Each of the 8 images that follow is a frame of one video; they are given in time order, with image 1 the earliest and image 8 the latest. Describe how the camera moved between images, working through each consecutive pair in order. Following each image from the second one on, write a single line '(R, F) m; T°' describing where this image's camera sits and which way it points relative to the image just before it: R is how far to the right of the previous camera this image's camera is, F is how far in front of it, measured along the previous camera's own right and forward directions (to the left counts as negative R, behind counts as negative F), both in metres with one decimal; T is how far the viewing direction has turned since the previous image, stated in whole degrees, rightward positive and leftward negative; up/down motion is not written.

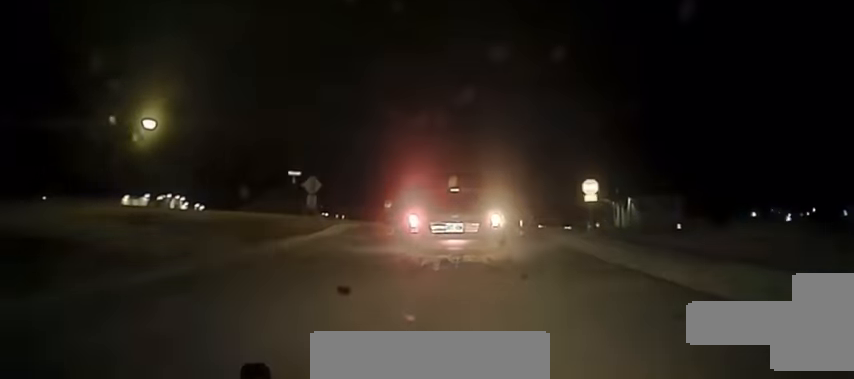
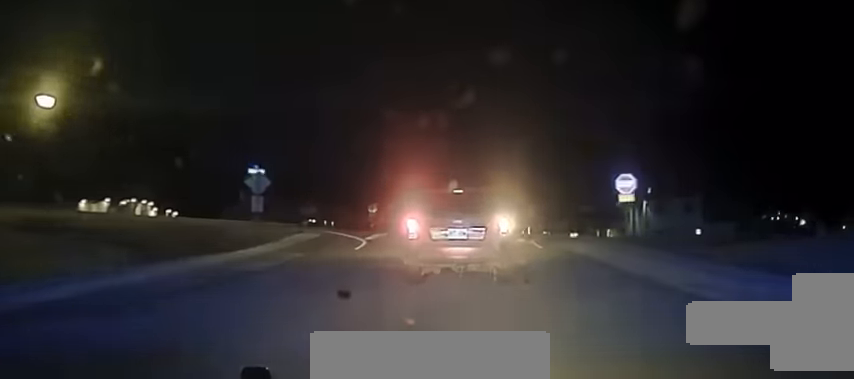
(+0.3, +9.7) m; +1°
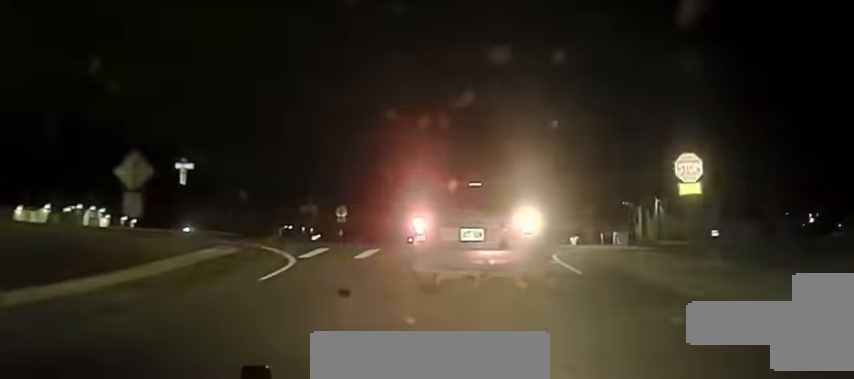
(+0.1, +10.7) m; +2°
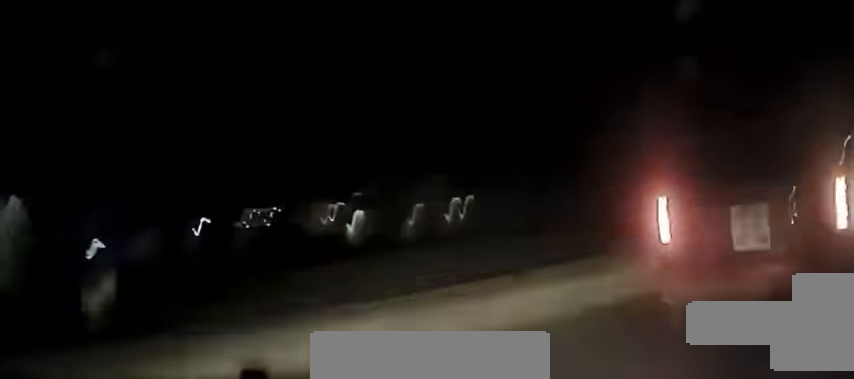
(+6.5, +25.9) m; +53°
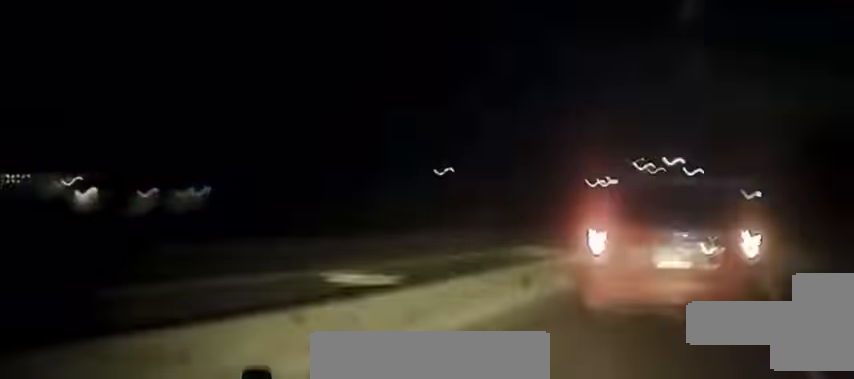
(+0.4, +4.3) m; +17°
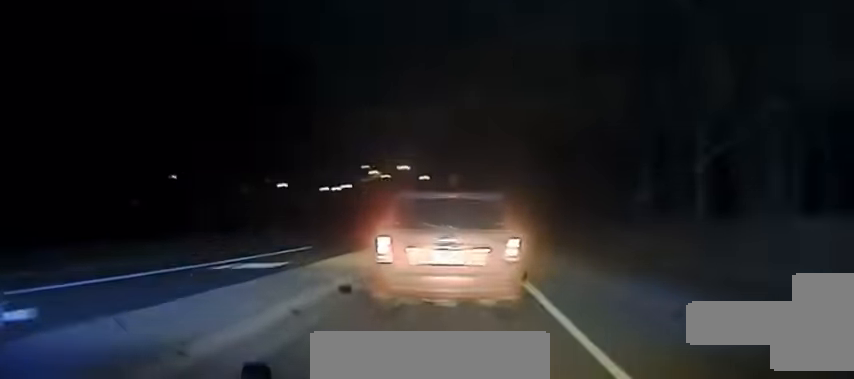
(+1.0, +4.3) m; +10°
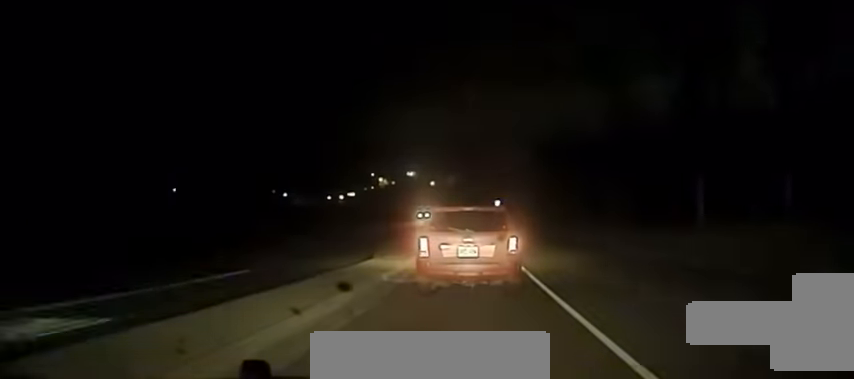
(+1.8, +11.1) m; +9°
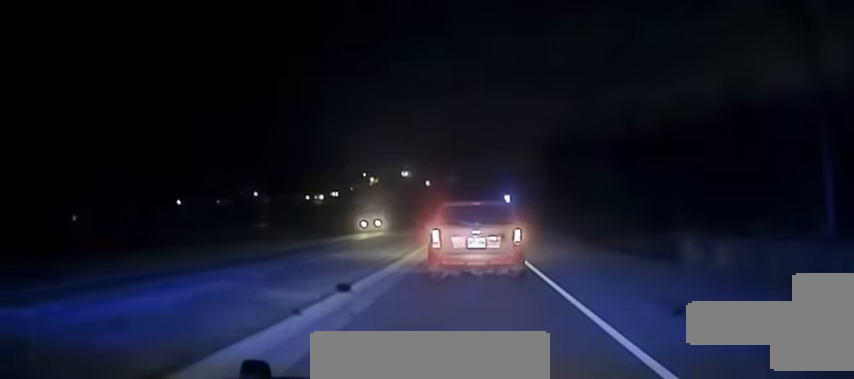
(-0.8, +36.2) m; -2°
